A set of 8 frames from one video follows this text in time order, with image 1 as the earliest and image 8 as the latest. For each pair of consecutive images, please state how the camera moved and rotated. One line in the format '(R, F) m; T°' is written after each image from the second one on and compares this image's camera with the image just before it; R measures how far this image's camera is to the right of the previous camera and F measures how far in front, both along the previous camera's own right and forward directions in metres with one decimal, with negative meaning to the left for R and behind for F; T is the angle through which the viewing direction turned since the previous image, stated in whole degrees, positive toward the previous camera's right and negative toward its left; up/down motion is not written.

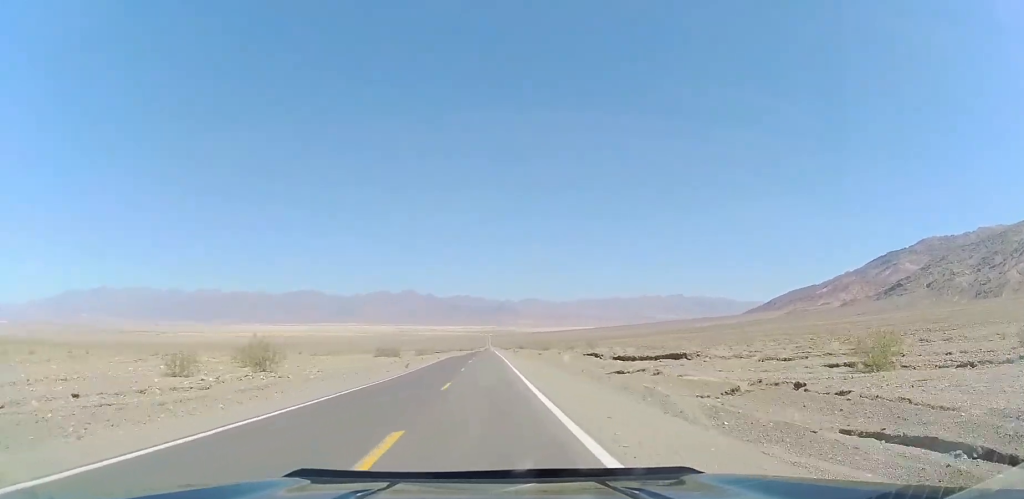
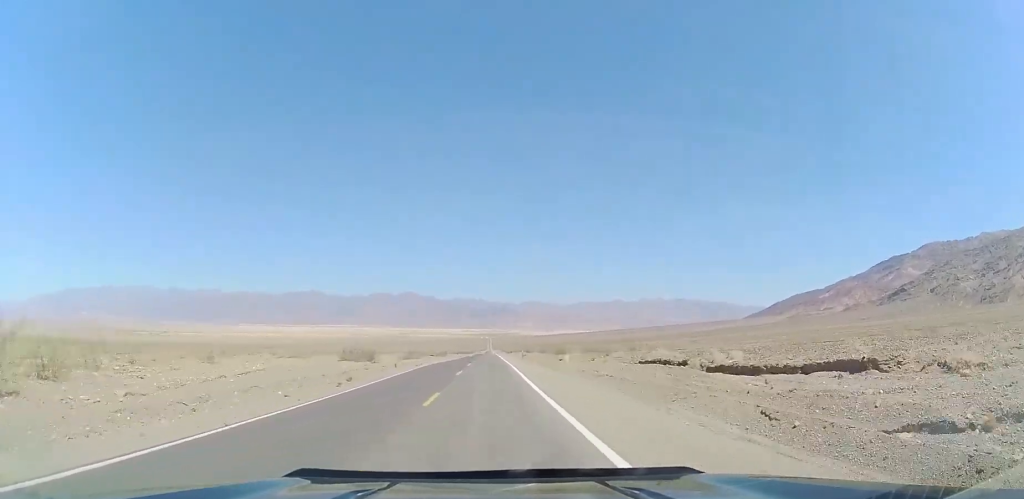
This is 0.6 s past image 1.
(-0.1, +20.9) m; 0°
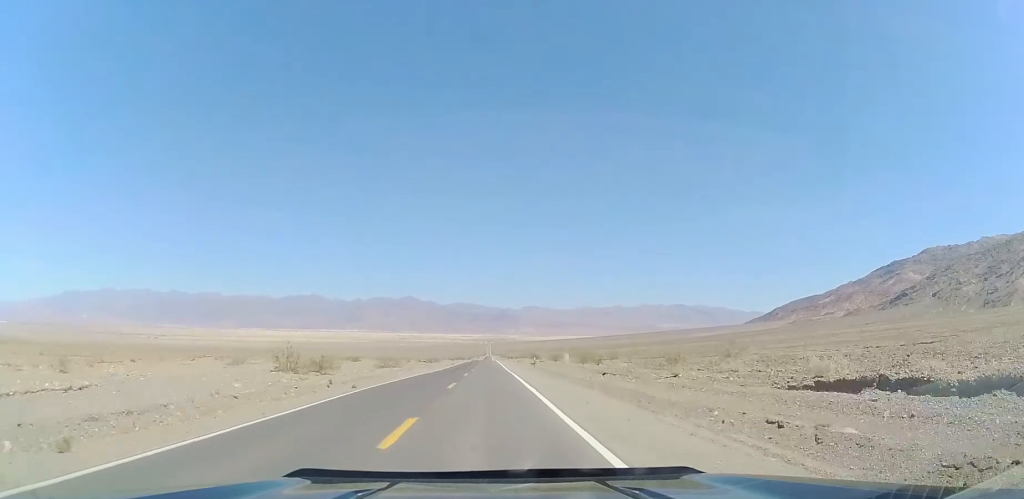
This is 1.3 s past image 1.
(0.0, +20.9) m; 0°
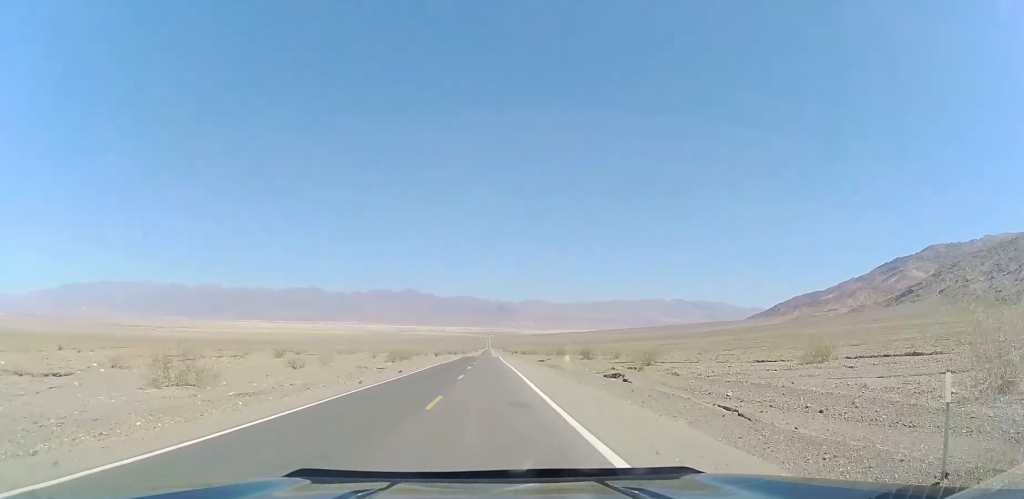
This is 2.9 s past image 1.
(+0.1, +53.1) m; 0°
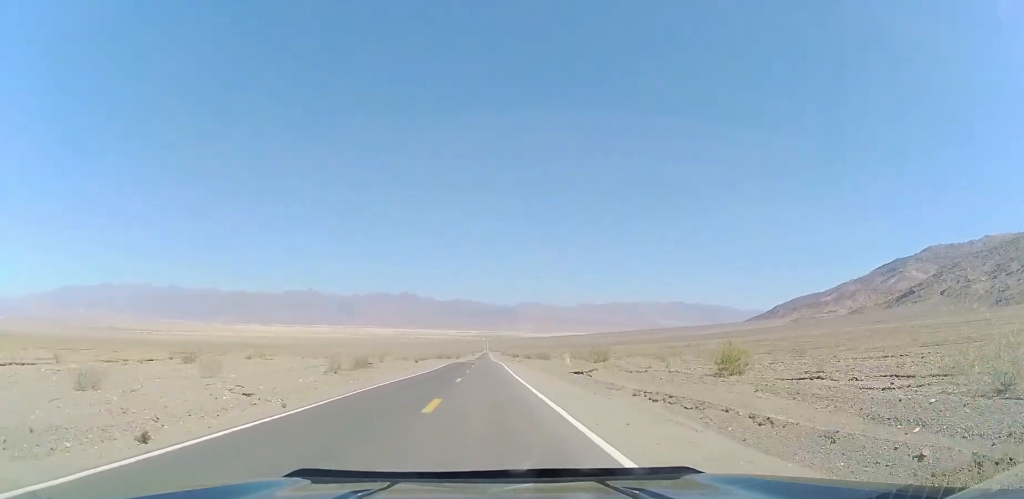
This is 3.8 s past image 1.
(-0.1, +29.8) m; 0°
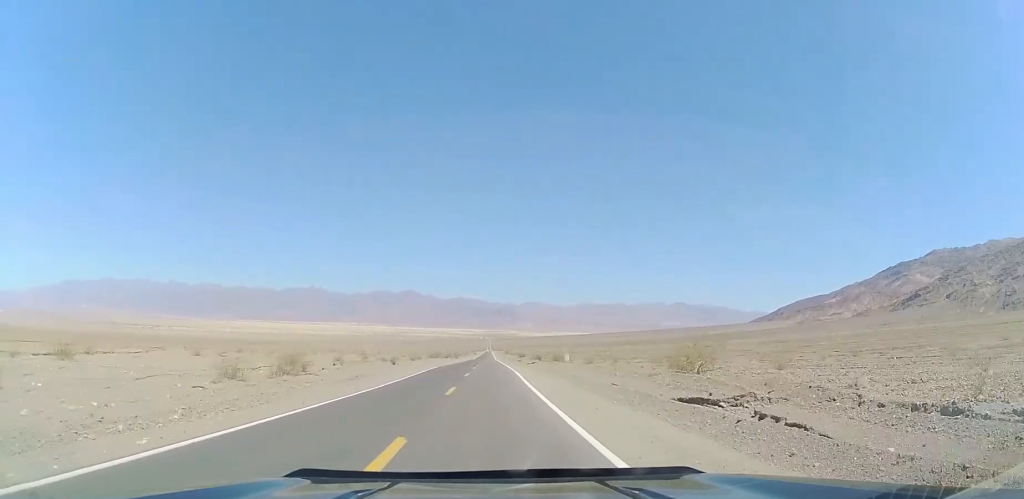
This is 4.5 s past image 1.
(+0.1, +23.1) m; 0°
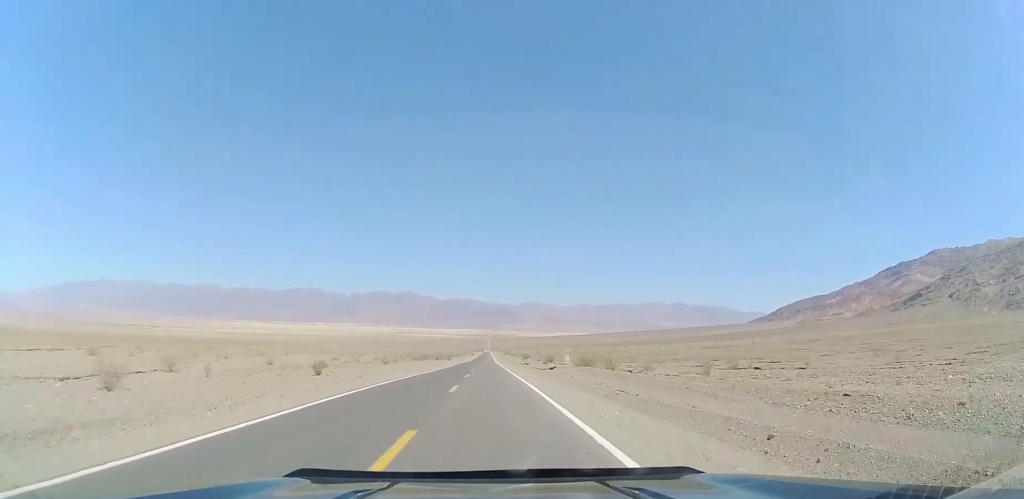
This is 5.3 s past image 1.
(0.0, +28.7) m; 0°
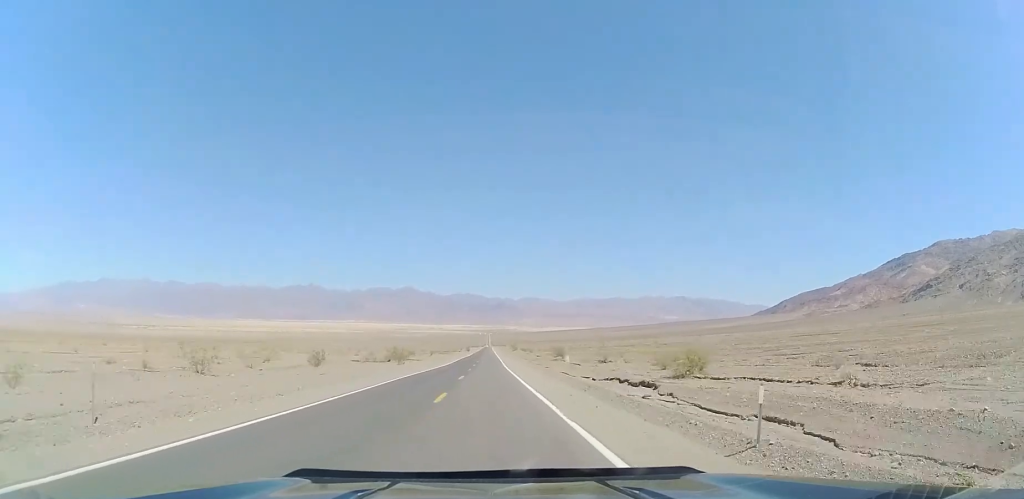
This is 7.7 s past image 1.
(-0.4, +78.0) m; 0°
